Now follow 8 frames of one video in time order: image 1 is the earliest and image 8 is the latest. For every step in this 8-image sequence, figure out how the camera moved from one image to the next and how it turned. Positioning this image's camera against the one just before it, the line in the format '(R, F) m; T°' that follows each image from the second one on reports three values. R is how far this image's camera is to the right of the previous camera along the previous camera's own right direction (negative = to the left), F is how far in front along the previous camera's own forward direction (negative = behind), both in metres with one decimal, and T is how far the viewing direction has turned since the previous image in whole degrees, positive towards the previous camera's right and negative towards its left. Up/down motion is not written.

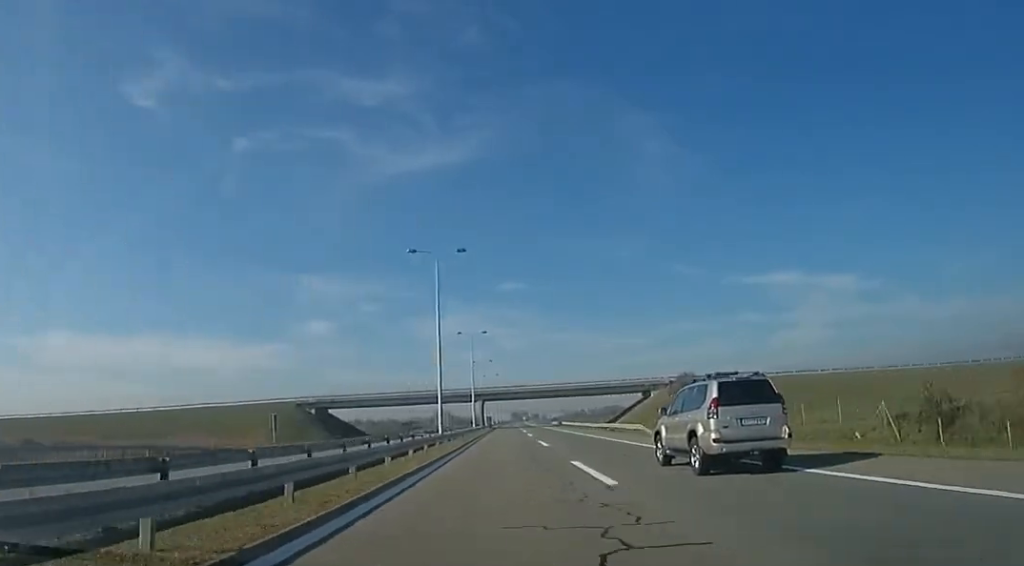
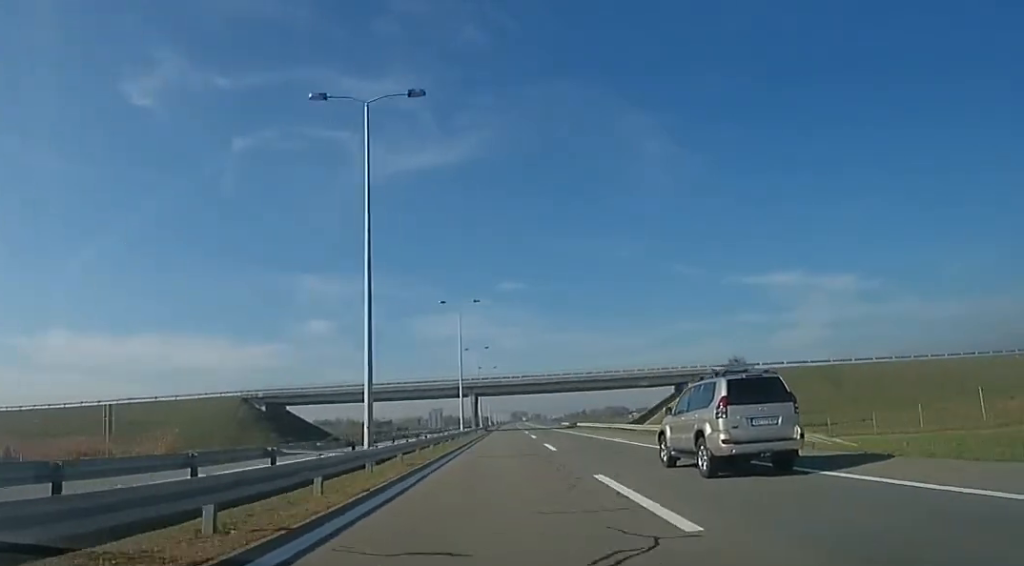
(+0.1, +22.8) m; 0°
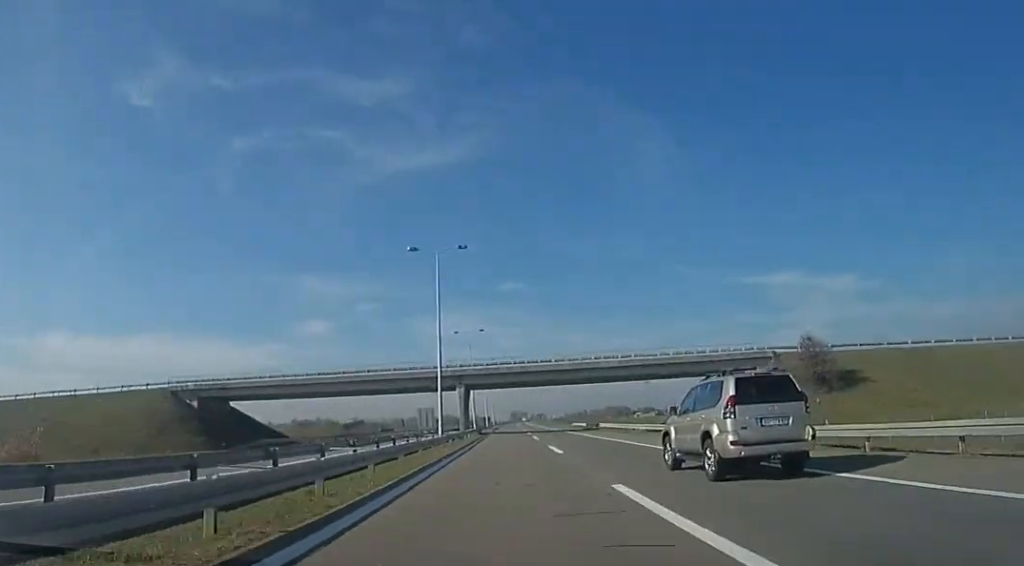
(0.0, +20.1) m; 0°
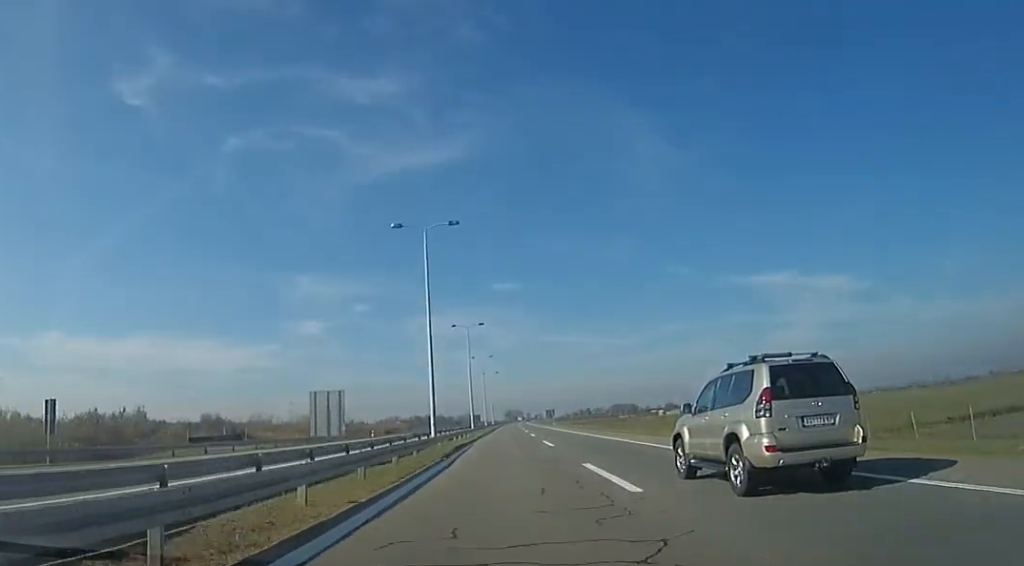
(0.0, +85.1) m; 0°
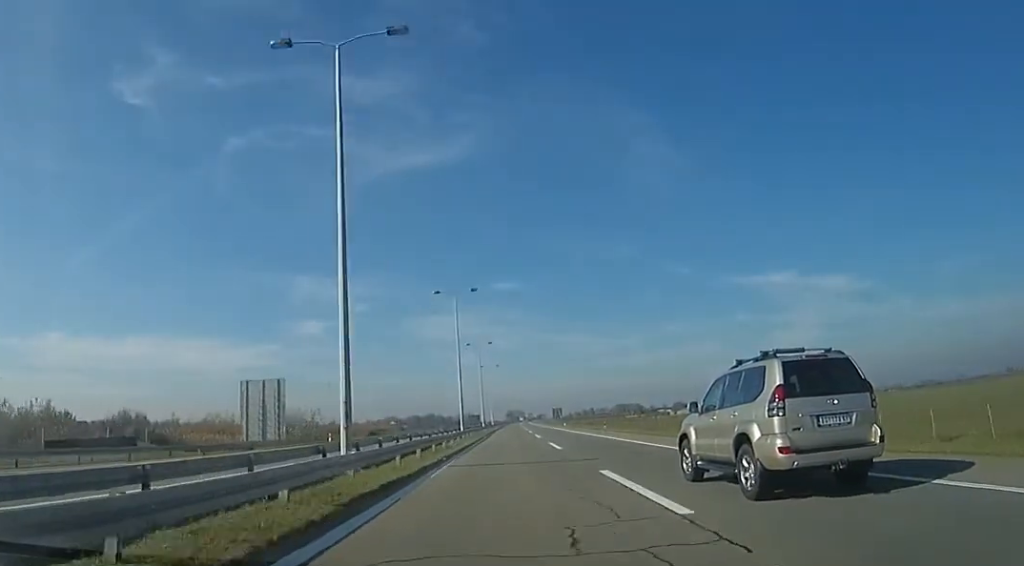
(0.0, +20.7) m; 0°
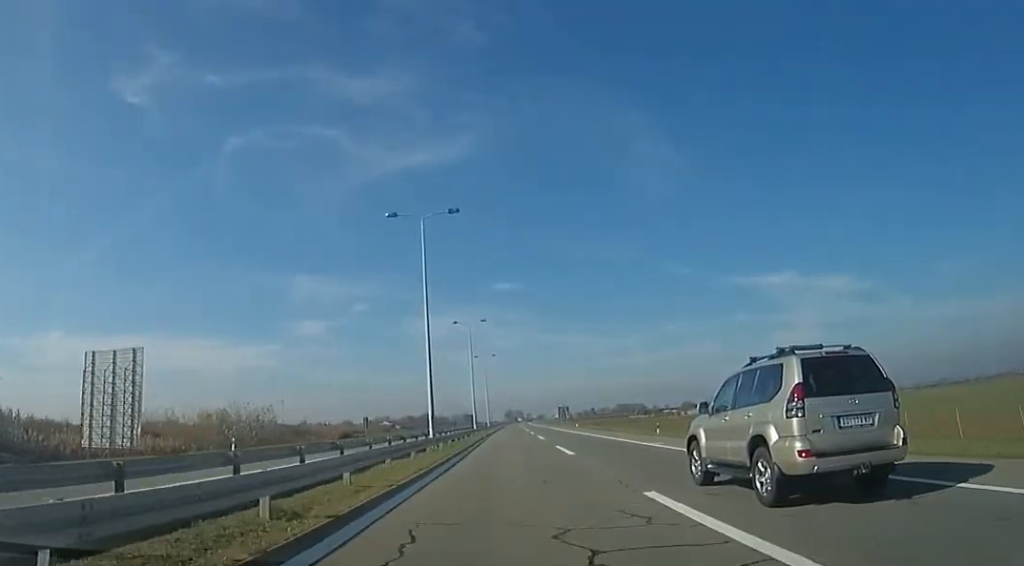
(0.0, +22.4) m; 0°
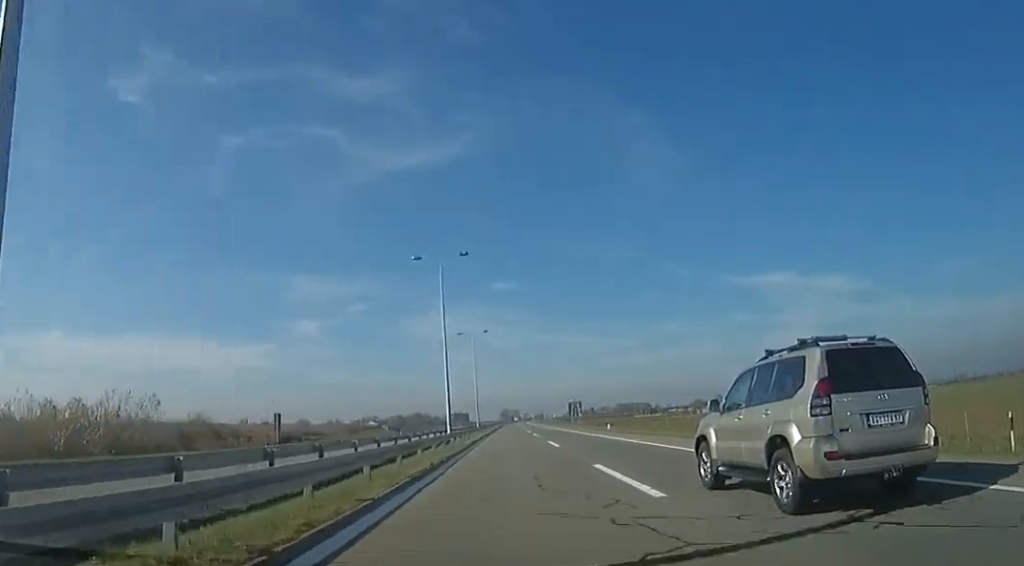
(0.0, +30.4) m; 0°
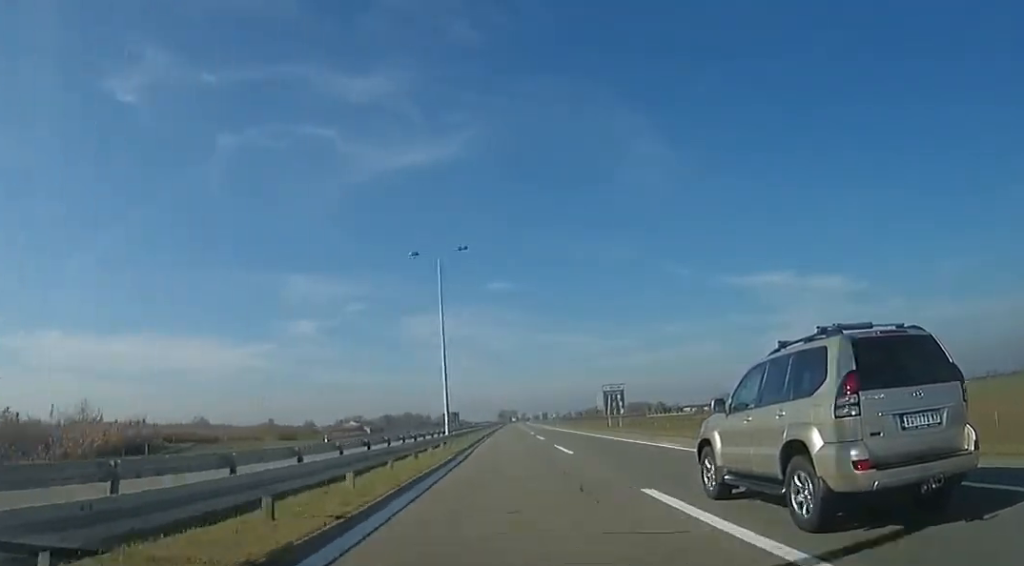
(0.0, +41.8) m; 0°
